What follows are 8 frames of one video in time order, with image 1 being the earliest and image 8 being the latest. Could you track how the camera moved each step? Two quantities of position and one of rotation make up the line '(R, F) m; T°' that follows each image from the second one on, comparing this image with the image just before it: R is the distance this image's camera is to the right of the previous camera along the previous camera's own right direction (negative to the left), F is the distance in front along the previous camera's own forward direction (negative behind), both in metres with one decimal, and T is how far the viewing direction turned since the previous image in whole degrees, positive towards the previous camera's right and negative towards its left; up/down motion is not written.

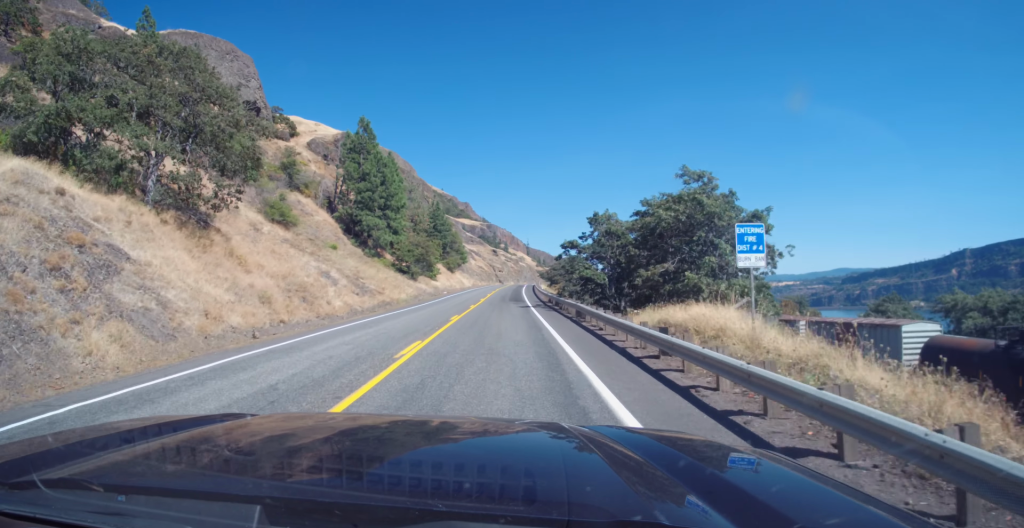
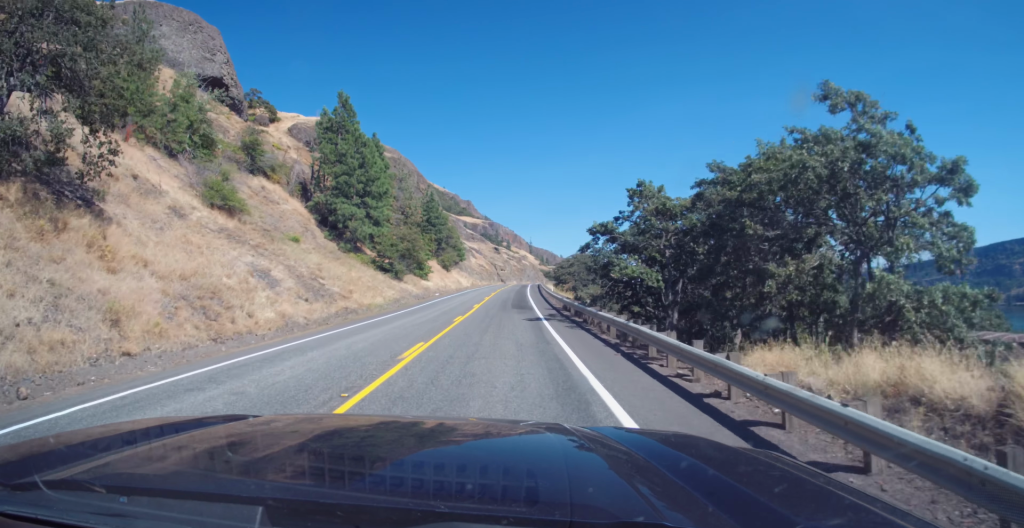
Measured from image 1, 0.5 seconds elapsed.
(-0.1, +12.2) m; -1°
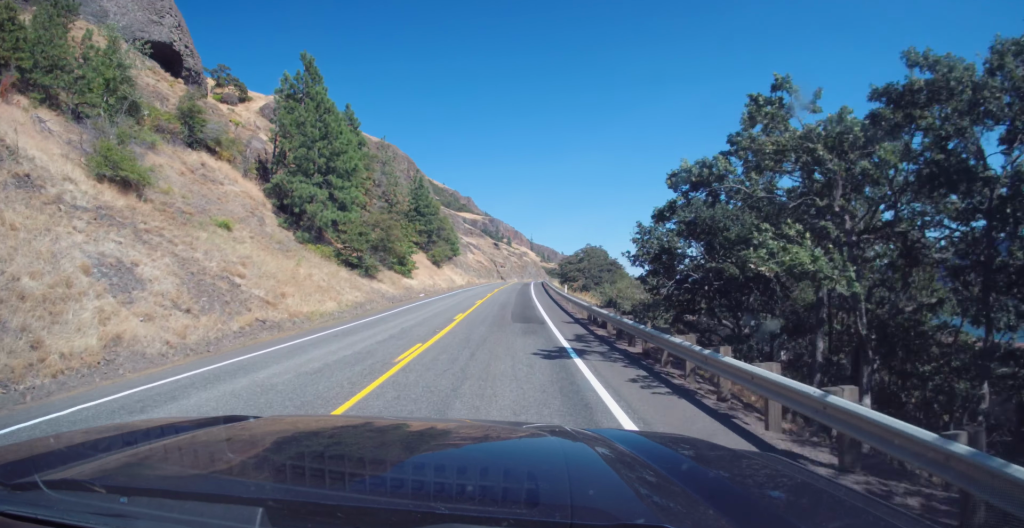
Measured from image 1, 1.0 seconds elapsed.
(-0.1, +12.4) m; 0°
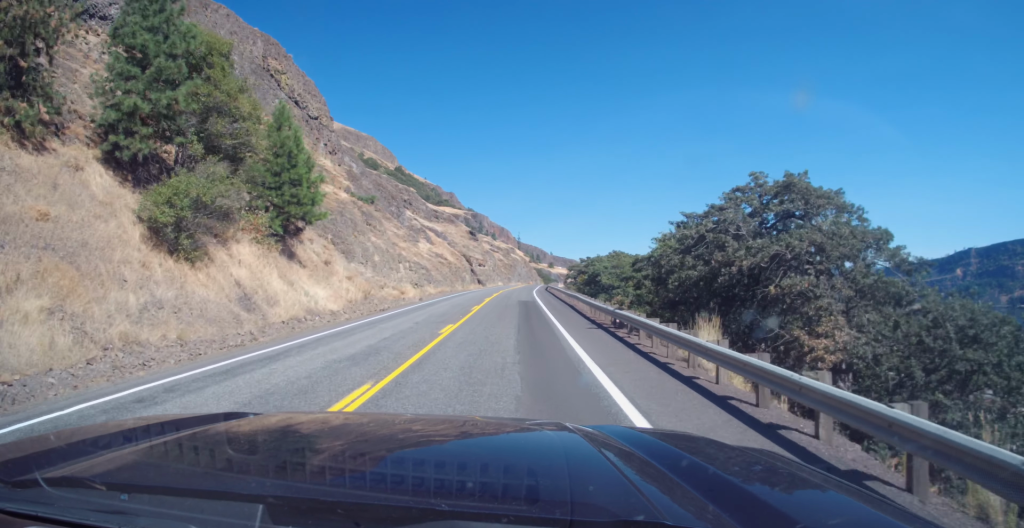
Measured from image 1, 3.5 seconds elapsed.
(+0.9, +67.7) m; +1°
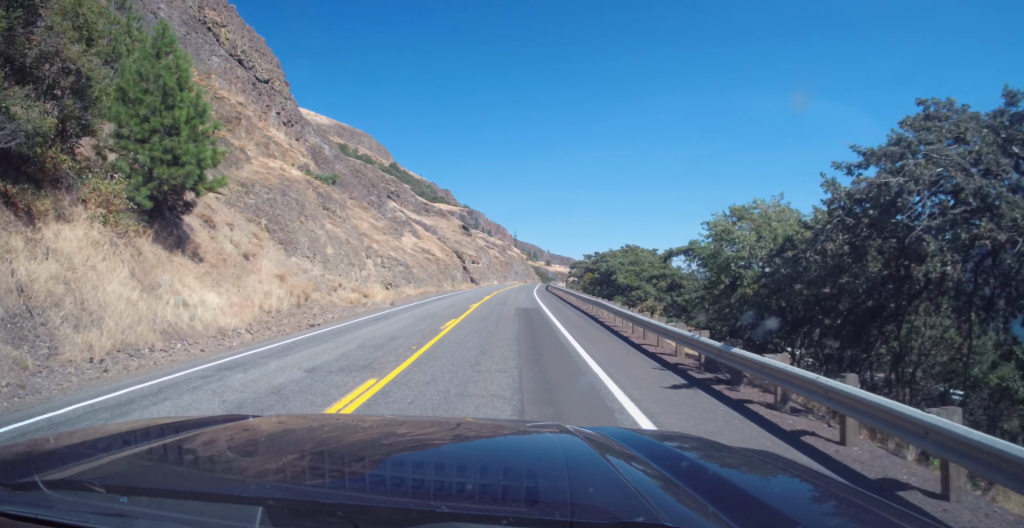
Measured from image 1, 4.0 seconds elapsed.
(0.0, +11.8) m; 0°
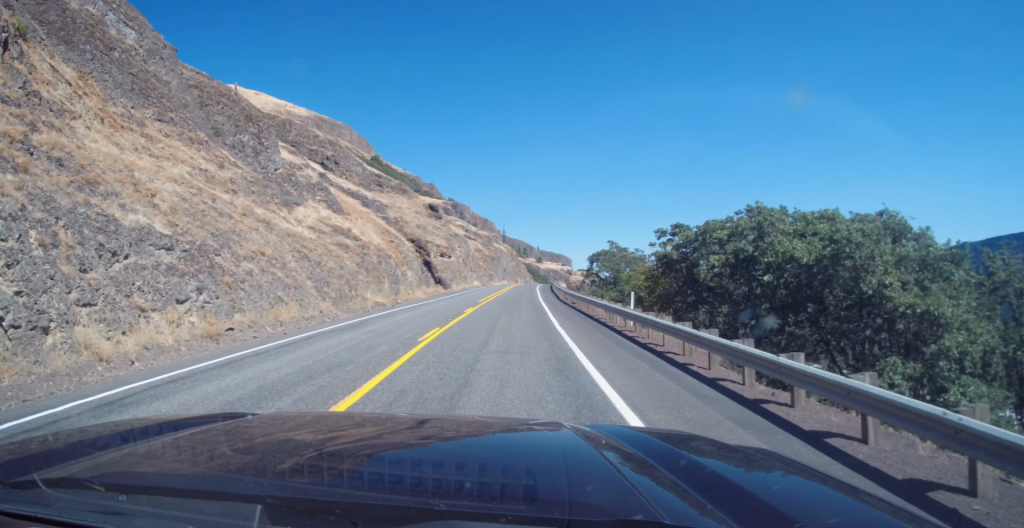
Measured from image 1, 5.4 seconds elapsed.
(0.0, +40.0) m; +1°
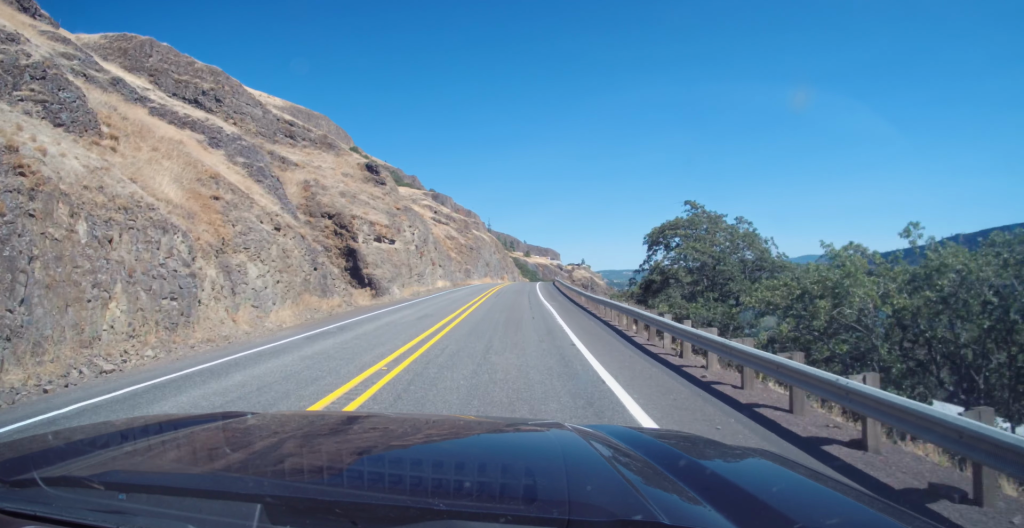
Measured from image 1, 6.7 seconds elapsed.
(+0.7, +35.8) m; +1°
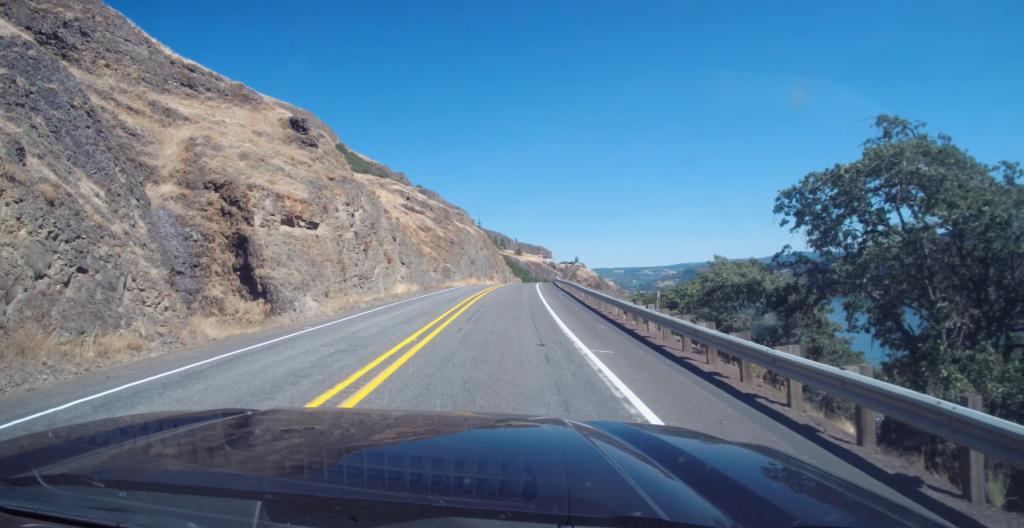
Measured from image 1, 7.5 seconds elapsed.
(0.0, +21.2) m; +1°
